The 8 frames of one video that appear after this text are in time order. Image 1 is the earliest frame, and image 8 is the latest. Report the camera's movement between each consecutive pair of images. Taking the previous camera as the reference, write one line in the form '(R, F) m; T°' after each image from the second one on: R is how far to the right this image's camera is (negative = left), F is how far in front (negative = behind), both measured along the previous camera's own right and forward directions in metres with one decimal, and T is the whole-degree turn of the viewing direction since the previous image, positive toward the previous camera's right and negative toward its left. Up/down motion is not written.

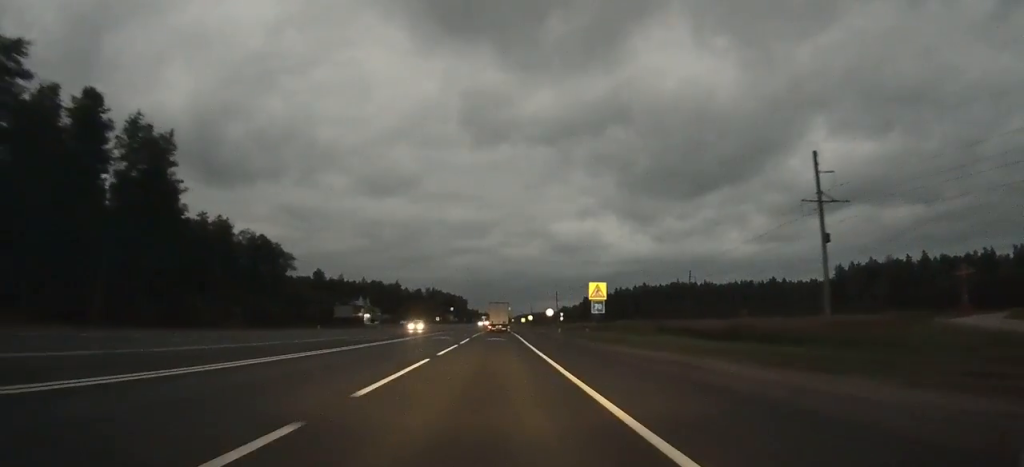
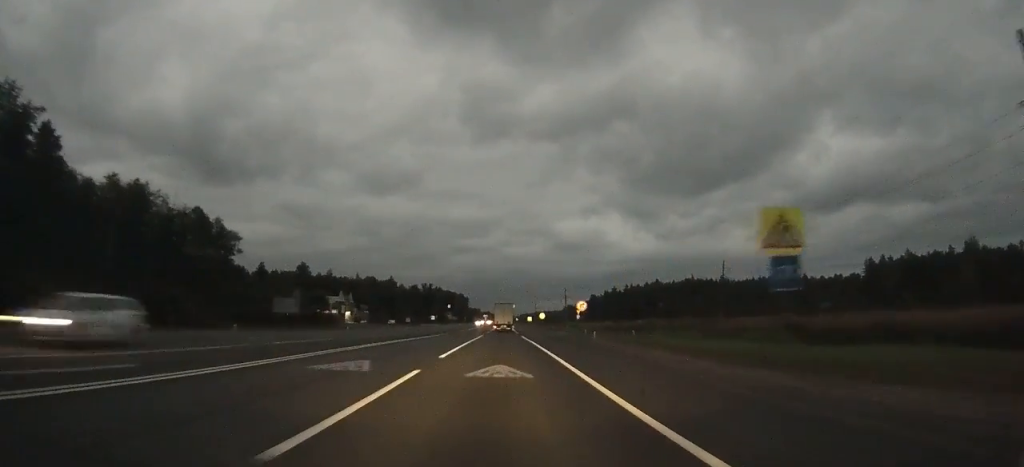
(0.0, +28.4) m; 0°
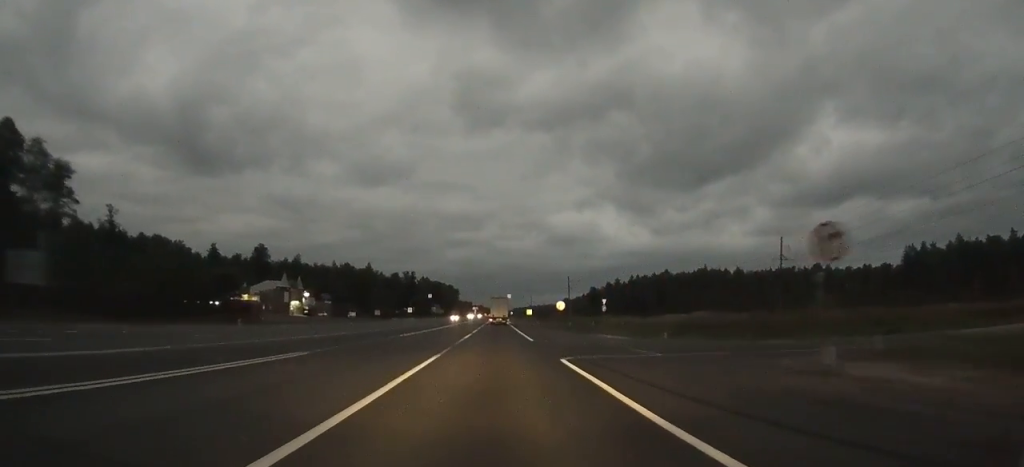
(-0.2, +41.1) m; 0°
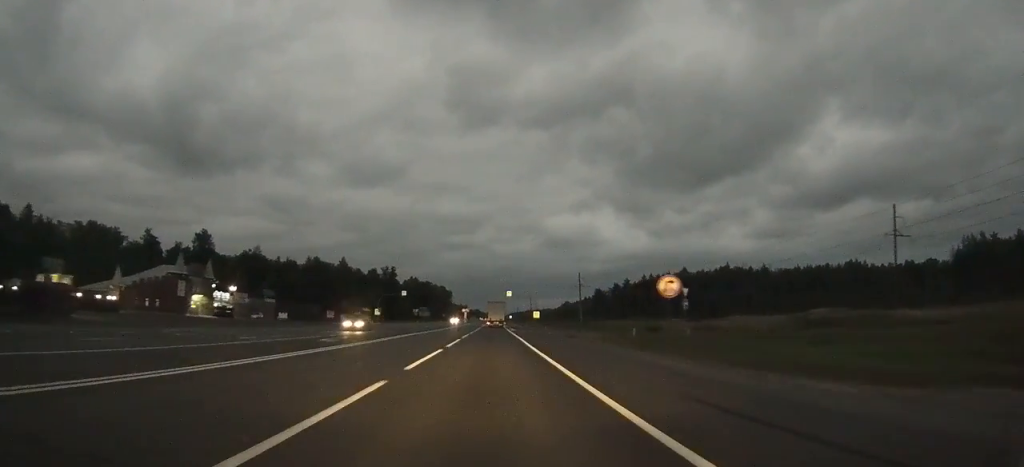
(-0.1, +43.5) m; +1°
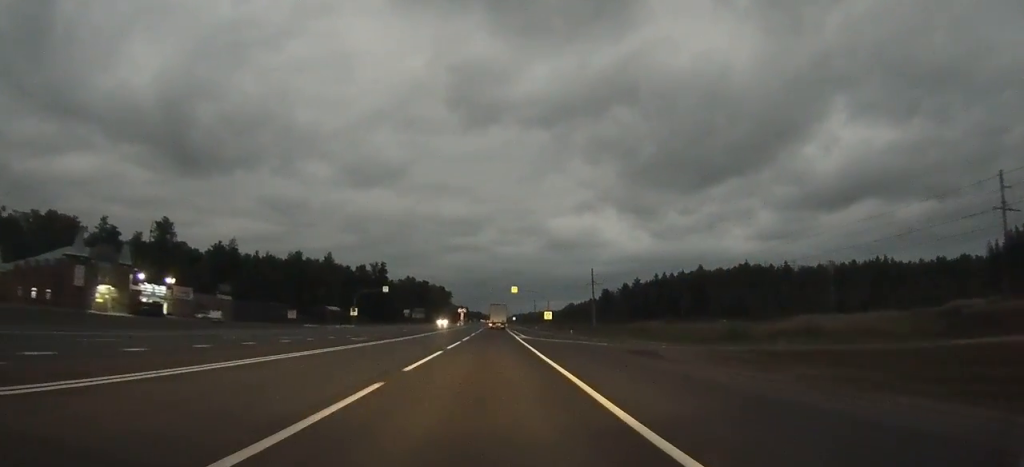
(+0.2, +24.2) m; 0°
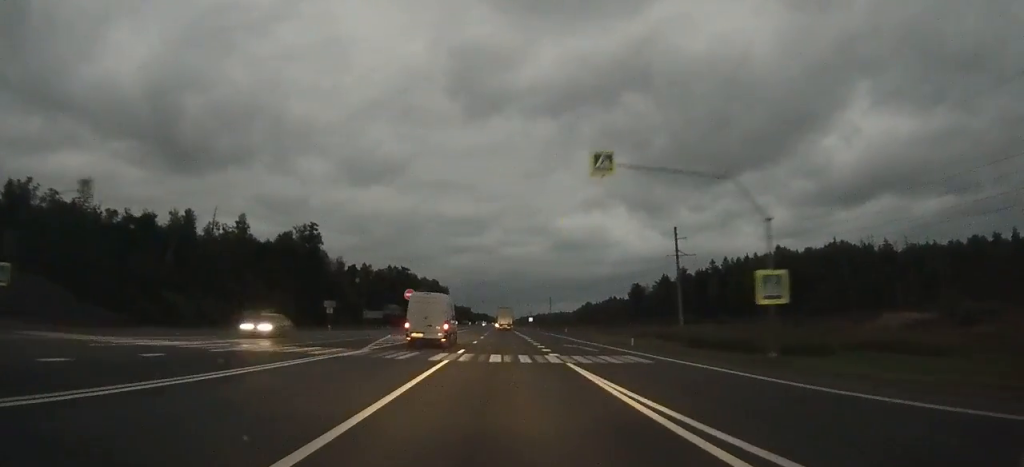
(-0.7, +84.2) m; -1°
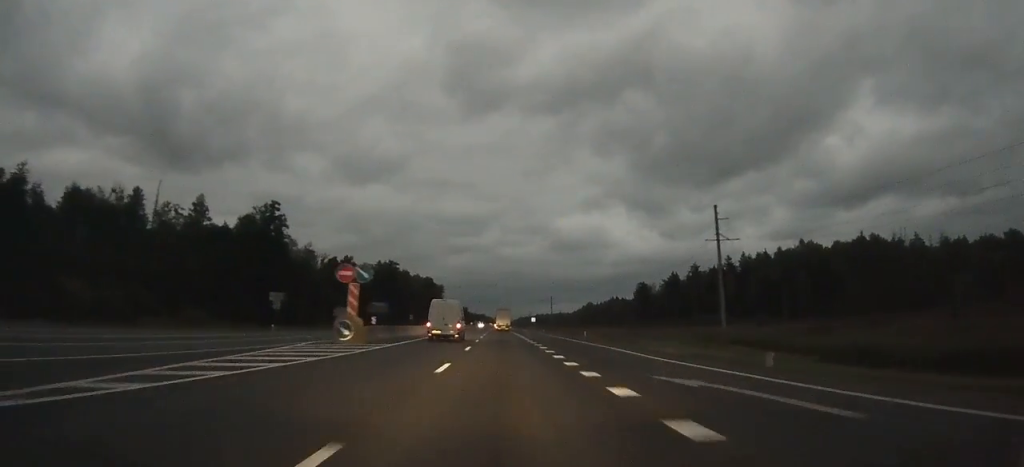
(+0.1, +20.6) m; 0°
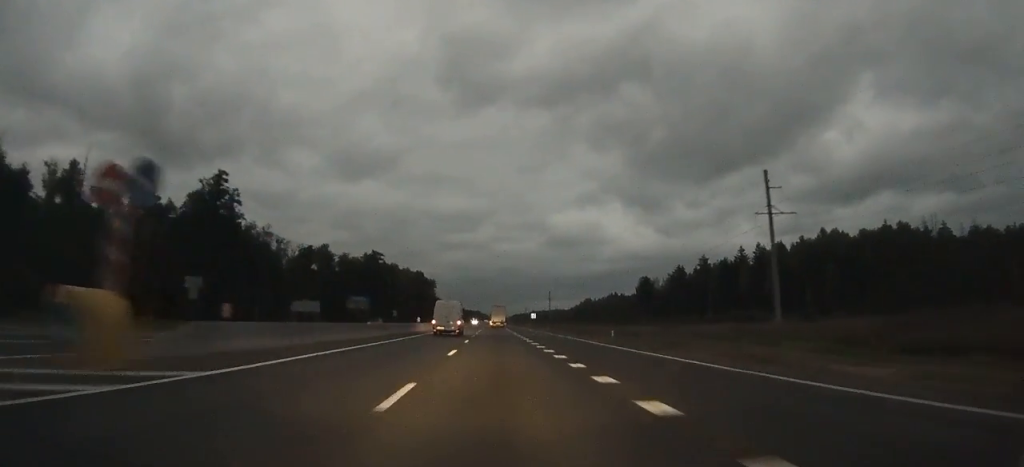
(+0.1, +18.1) m; 0°
